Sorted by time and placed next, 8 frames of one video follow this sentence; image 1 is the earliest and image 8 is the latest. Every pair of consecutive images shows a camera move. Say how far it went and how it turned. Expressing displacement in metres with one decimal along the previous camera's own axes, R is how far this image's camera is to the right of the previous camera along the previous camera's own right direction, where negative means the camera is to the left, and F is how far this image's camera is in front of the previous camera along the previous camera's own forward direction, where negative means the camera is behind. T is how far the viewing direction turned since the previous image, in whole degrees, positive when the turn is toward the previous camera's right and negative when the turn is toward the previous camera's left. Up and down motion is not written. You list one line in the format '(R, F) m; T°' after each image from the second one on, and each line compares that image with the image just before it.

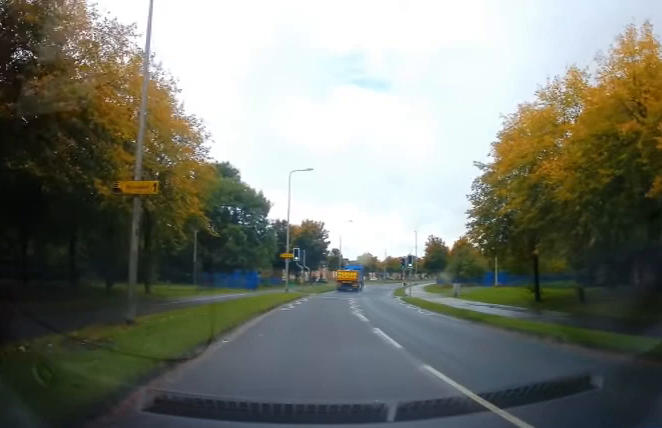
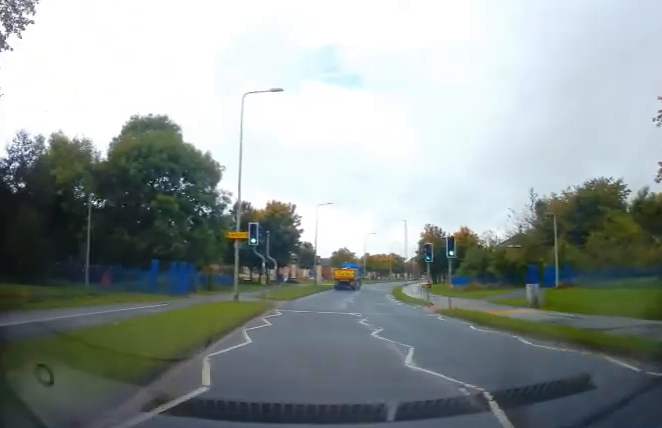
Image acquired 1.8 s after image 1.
(+0.6, +16.7) m; +2°
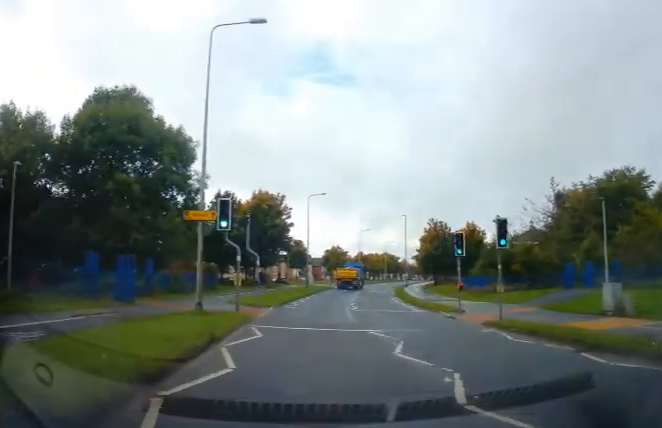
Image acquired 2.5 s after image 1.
(0.0, +6.8) m; 0°
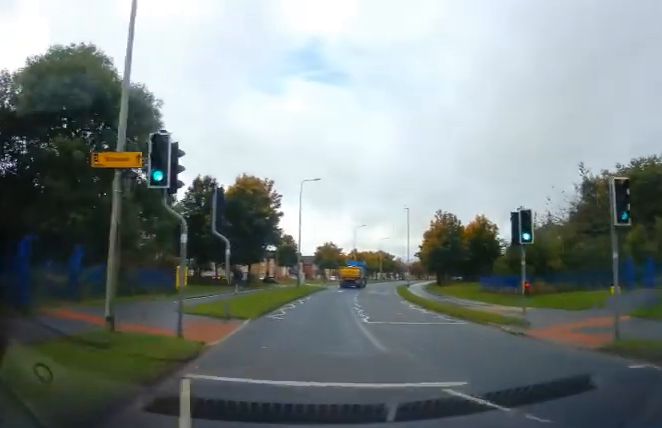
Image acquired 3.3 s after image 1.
(0.0, +7.1) m; +2°
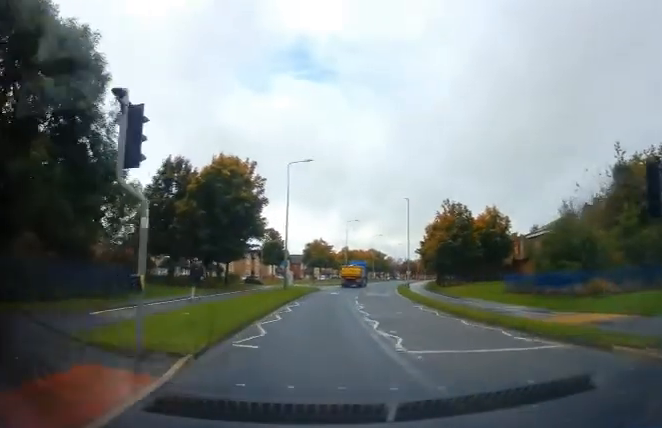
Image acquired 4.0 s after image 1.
(+0.1, +6.7) m; +2°
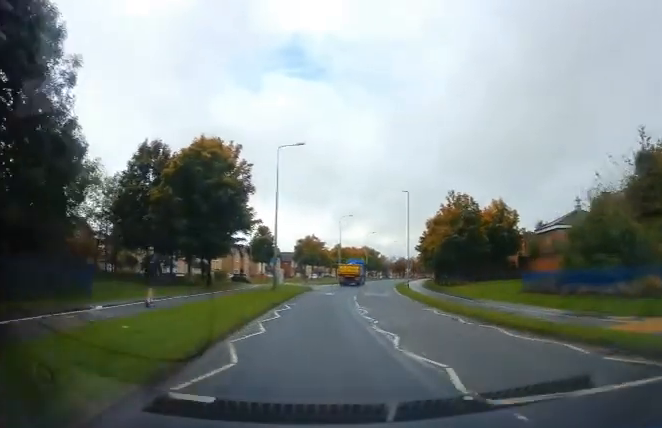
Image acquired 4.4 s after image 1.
(+0.2, +4.3) m; +2°
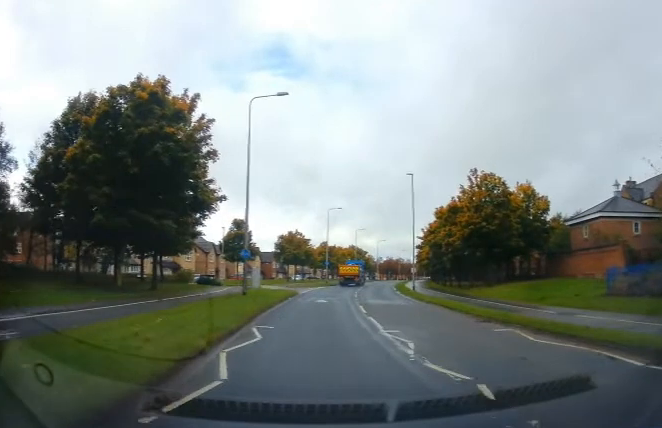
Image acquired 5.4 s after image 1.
(+0.1, +9.6) m; +3°
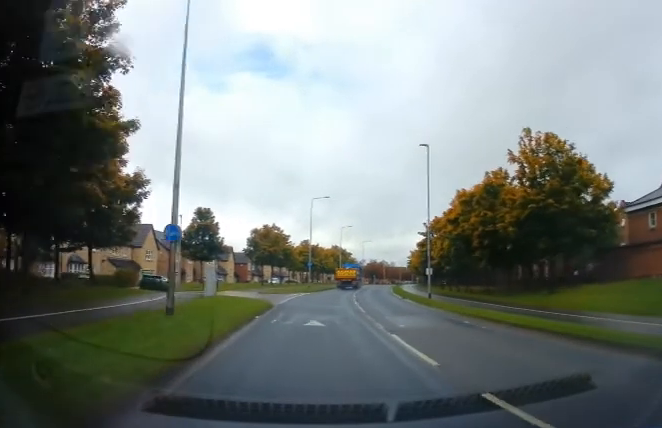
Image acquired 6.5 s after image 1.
(+0.5, +10.8) m; +4°
